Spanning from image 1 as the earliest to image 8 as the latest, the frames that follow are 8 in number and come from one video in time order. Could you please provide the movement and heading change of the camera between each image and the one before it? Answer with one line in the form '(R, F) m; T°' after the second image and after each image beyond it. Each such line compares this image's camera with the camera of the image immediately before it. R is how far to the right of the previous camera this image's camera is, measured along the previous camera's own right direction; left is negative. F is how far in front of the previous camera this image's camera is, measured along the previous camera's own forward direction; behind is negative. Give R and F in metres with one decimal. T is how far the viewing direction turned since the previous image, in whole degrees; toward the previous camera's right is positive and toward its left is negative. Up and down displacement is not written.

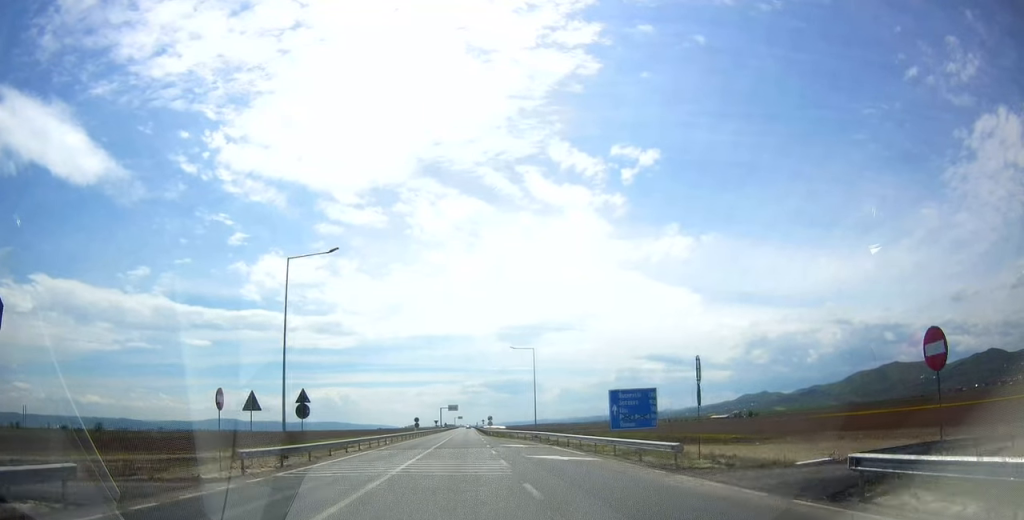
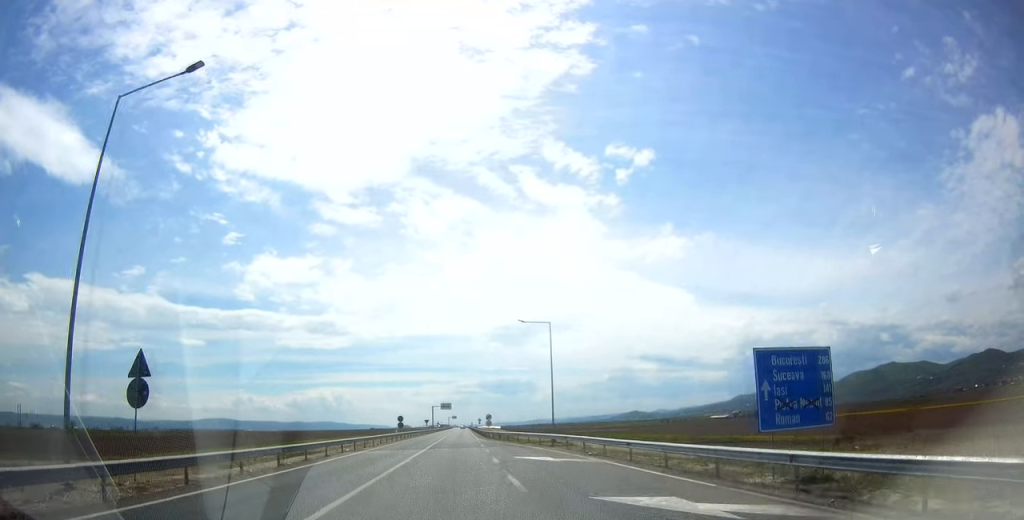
(+0.4, +14.9) m; +2°
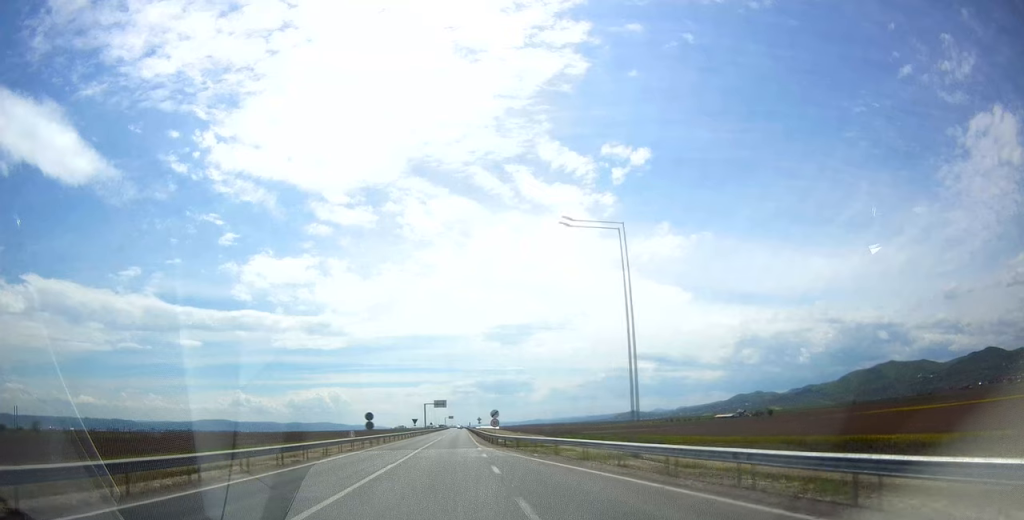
(+0.3, +22.3) m; +1°
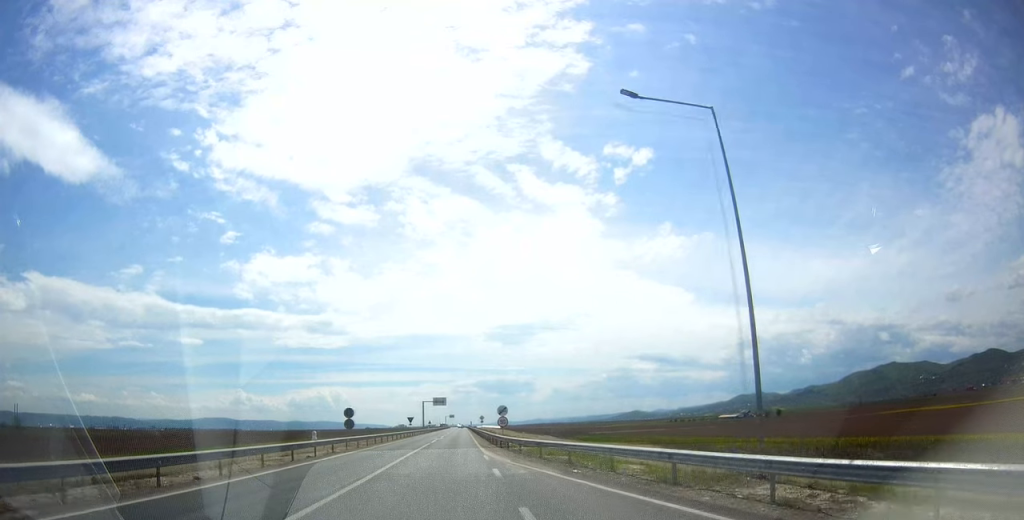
(0.0, +9.7) m; 0°
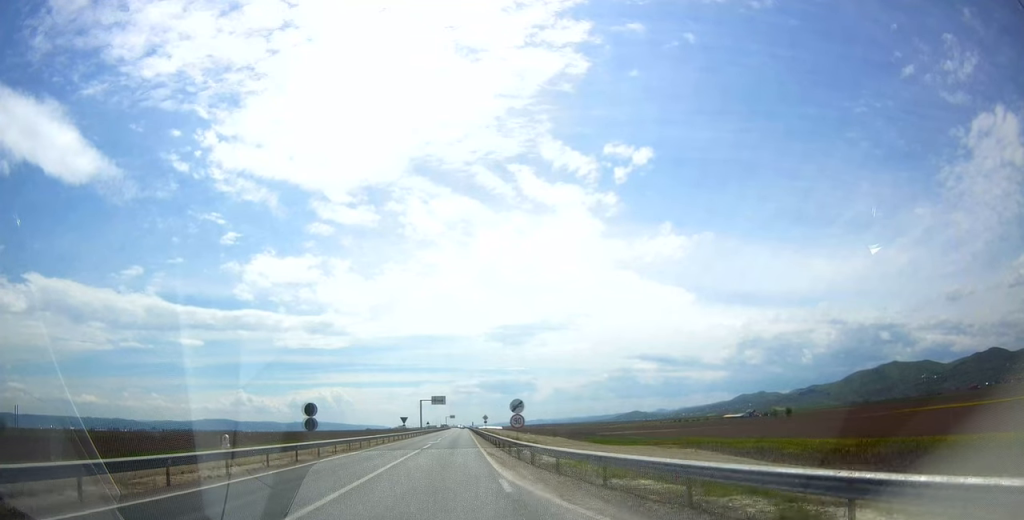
(0.0, +11.4) m; 0°
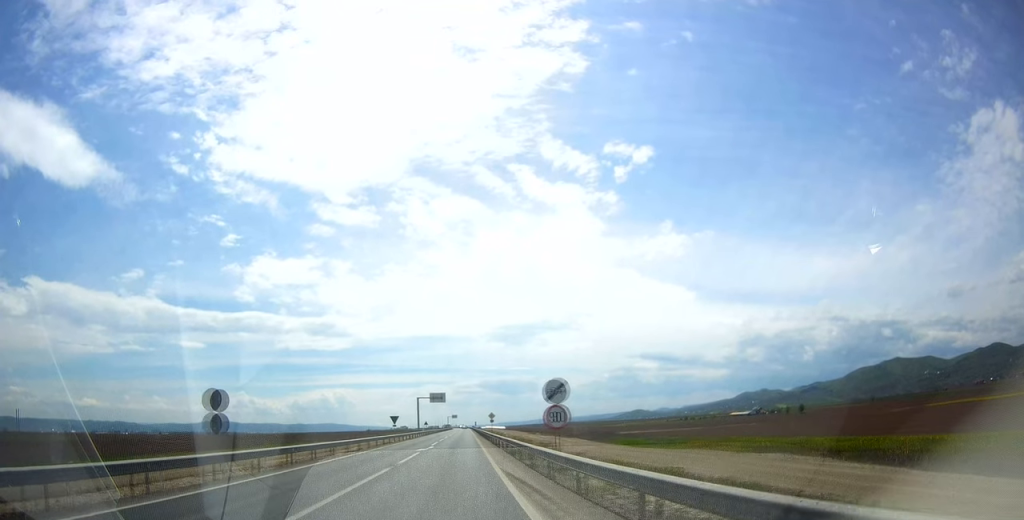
(0.0, +13.0) m; +1°
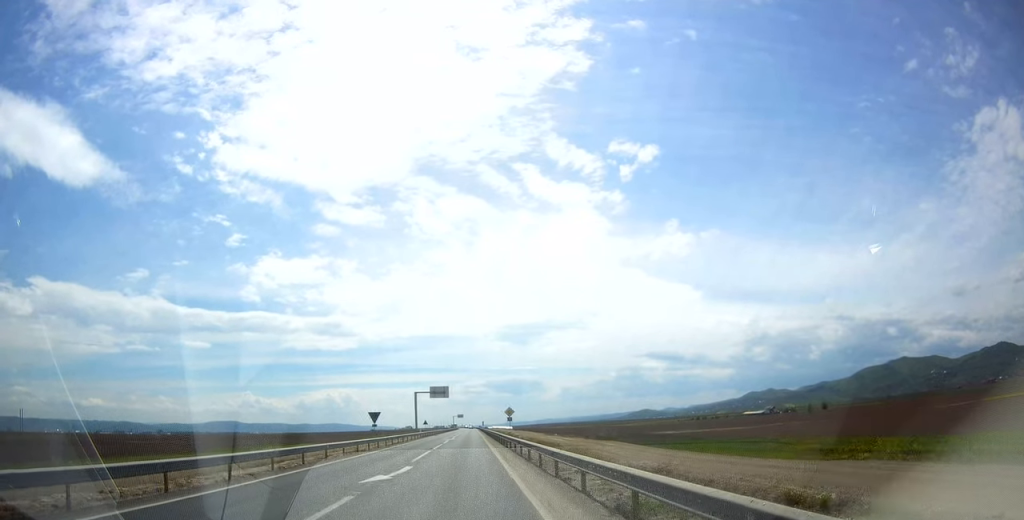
(+0.2, +18.2) m; 0°
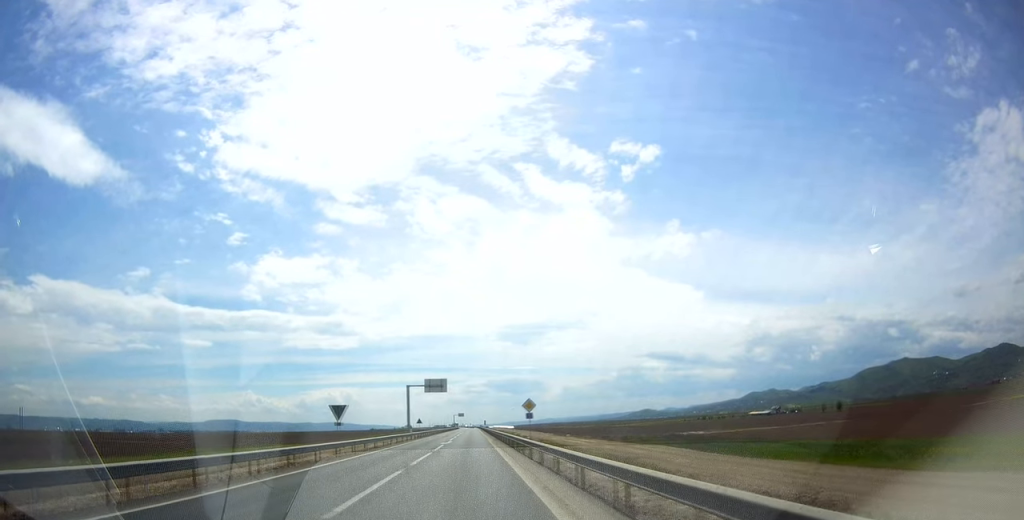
(0.0, +13.7) m; -1°
